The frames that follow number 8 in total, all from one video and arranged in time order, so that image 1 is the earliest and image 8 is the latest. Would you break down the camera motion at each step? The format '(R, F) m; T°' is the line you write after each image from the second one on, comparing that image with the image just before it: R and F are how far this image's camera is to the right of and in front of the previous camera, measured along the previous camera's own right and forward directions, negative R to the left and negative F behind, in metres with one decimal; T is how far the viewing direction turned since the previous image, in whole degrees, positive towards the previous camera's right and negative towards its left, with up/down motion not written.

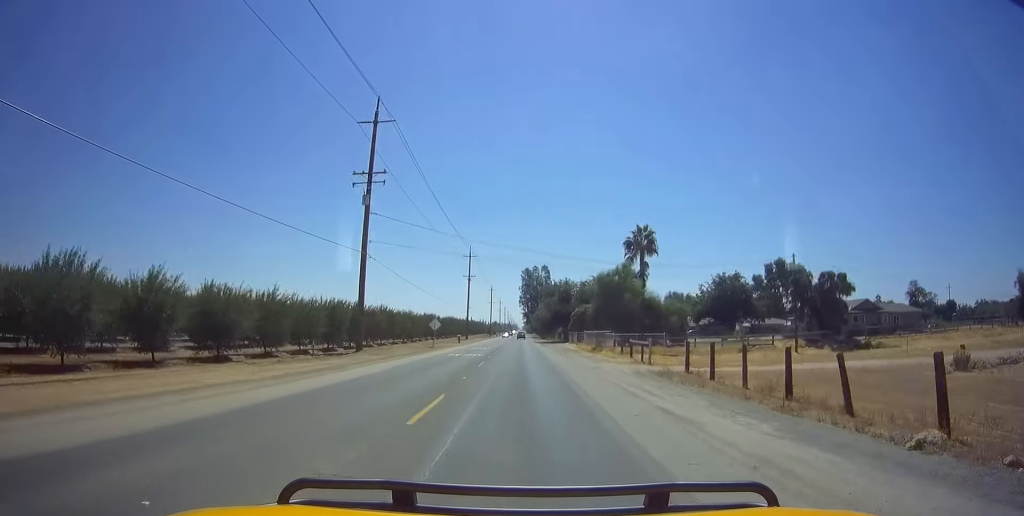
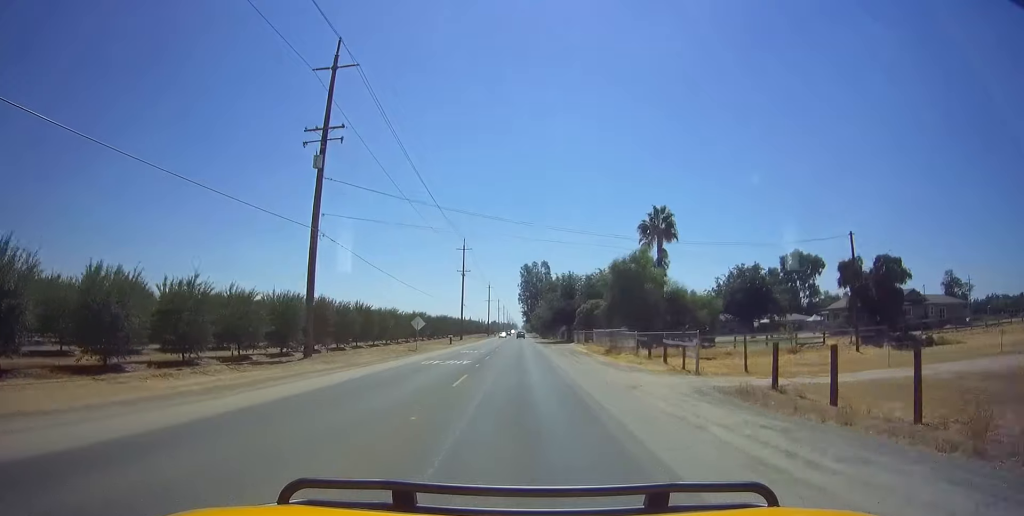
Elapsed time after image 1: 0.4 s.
(0.0, +9.0) m; 0°
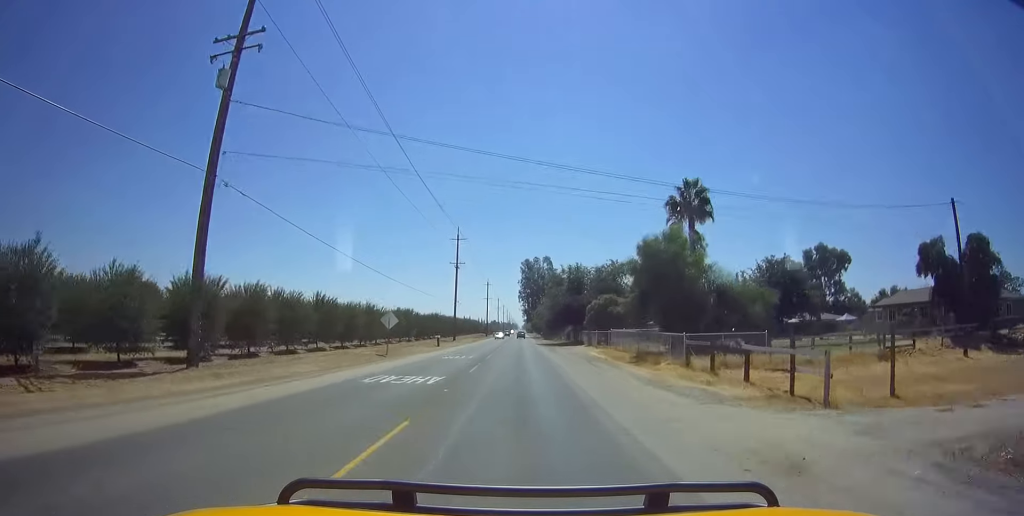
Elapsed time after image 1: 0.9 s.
(0.0, +10.7) m; 0°
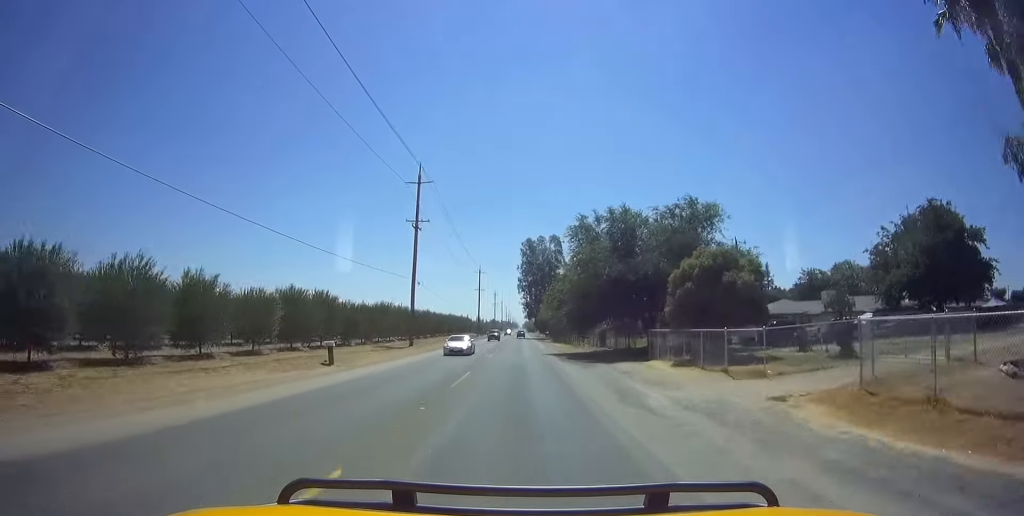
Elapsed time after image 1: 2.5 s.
(0.0, +33.9) m; 0°
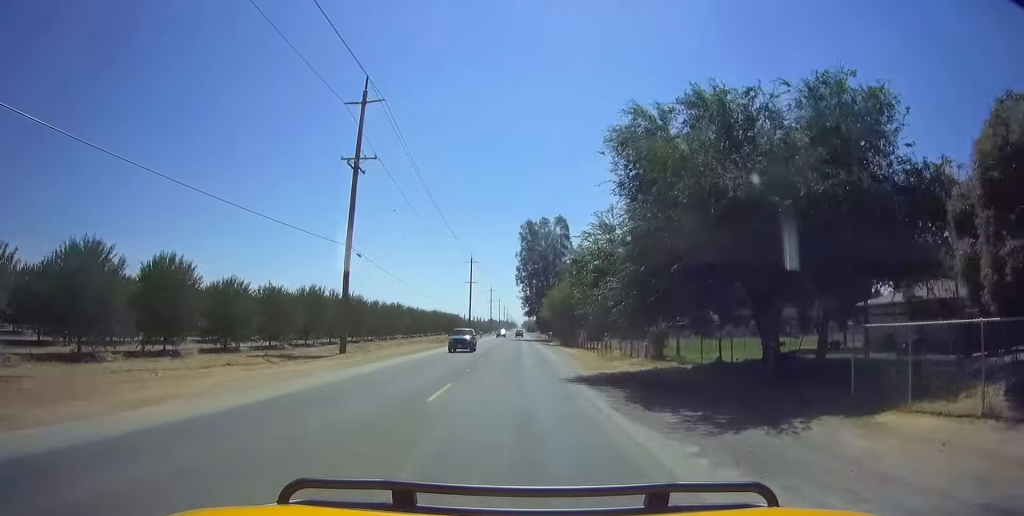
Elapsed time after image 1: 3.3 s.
(0.0, +20.1) m; 0°
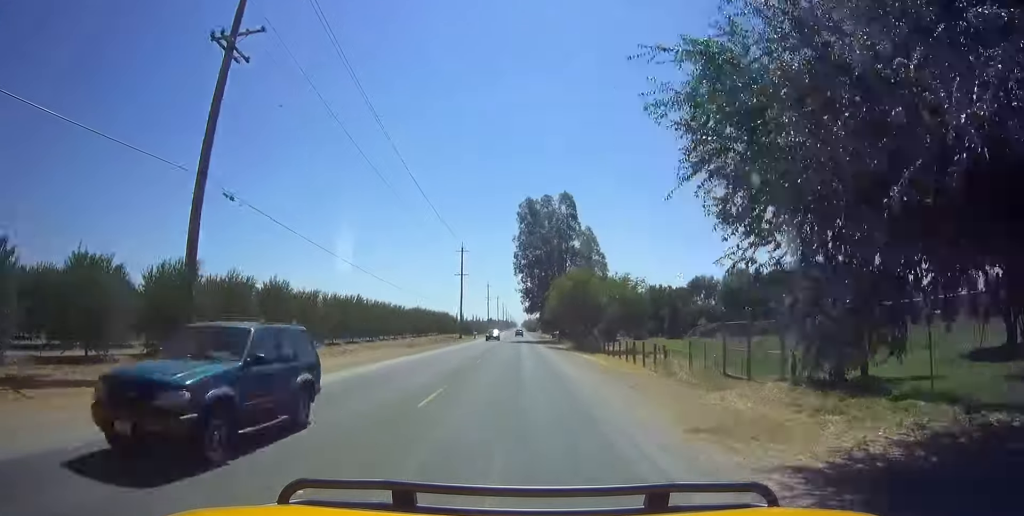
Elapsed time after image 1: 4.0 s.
(0.0, +16.5) m; 0°
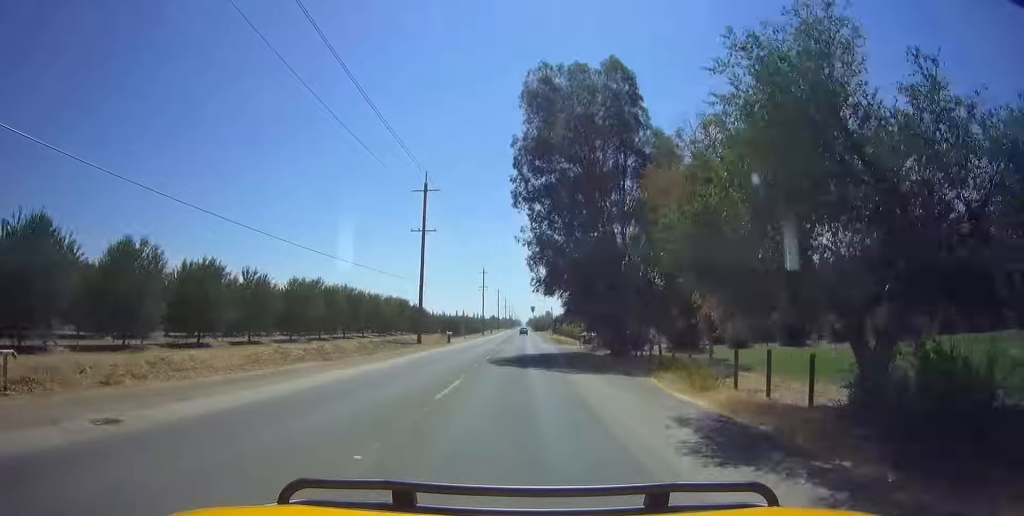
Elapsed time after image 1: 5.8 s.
(0.0, +43.0) m; -1°
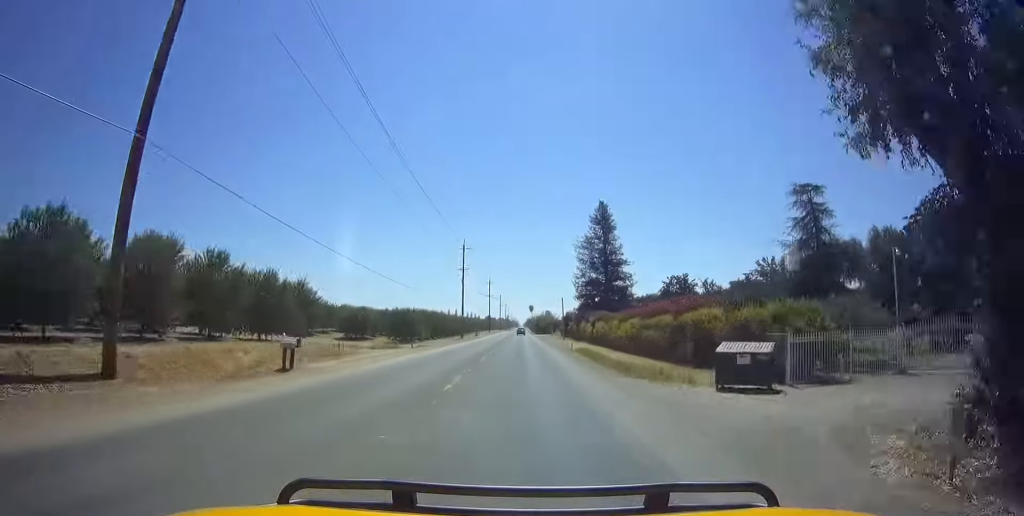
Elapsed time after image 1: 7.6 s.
(-1.1, +42.8) m; -1°
